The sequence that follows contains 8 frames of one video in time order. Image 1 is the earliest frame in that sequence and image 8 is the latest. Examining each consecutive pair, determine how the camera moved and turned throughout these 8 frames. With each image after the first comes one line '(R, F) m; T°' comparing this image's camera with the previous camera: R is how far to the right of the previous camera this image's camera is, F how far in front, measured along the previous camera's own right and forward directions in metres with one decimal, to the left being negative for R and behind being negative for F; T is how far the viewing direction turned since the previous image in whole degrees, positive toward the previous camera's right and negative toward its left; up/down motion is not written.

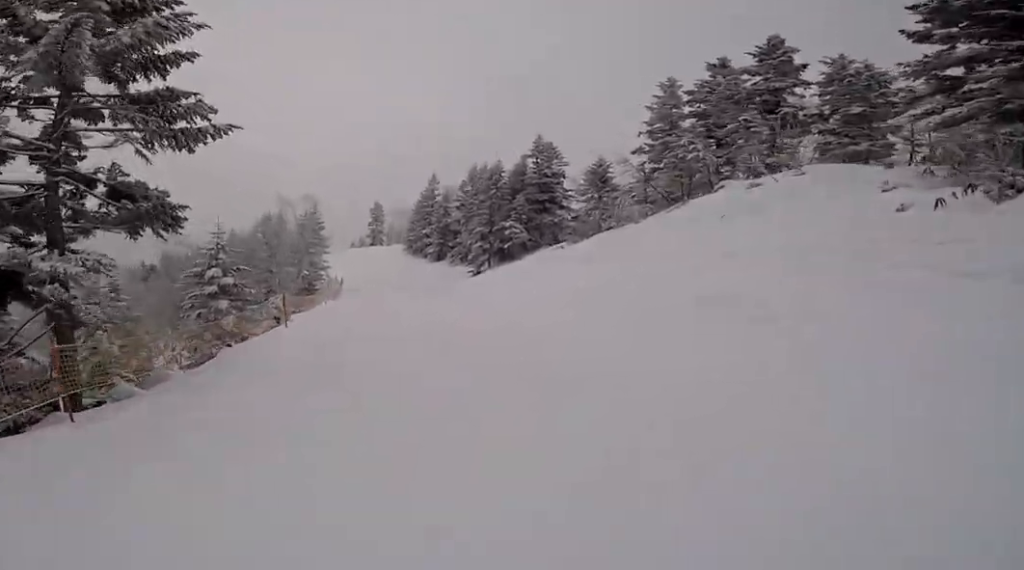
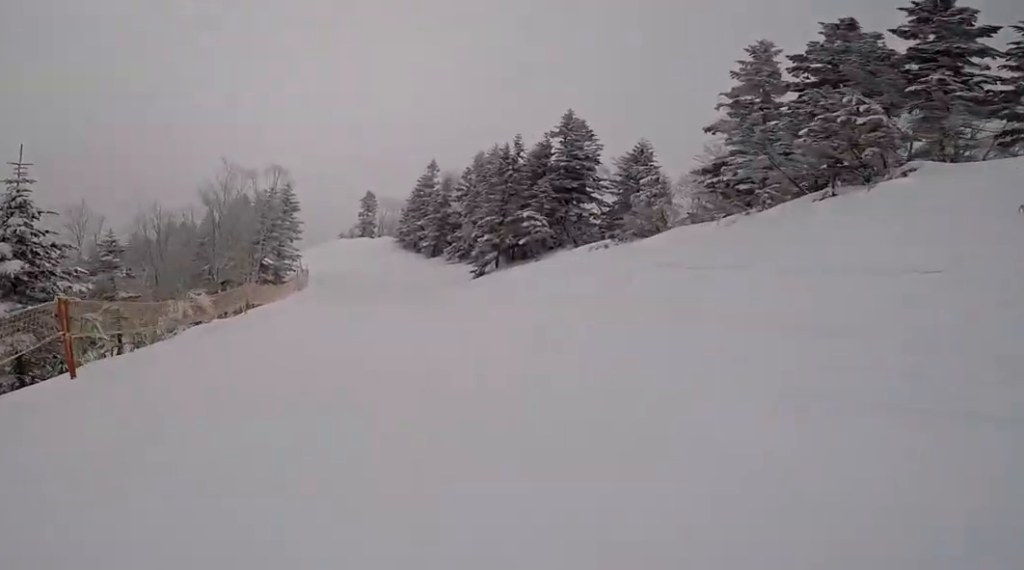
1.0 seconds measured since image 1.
(-0.8, +6.8) m; -6°
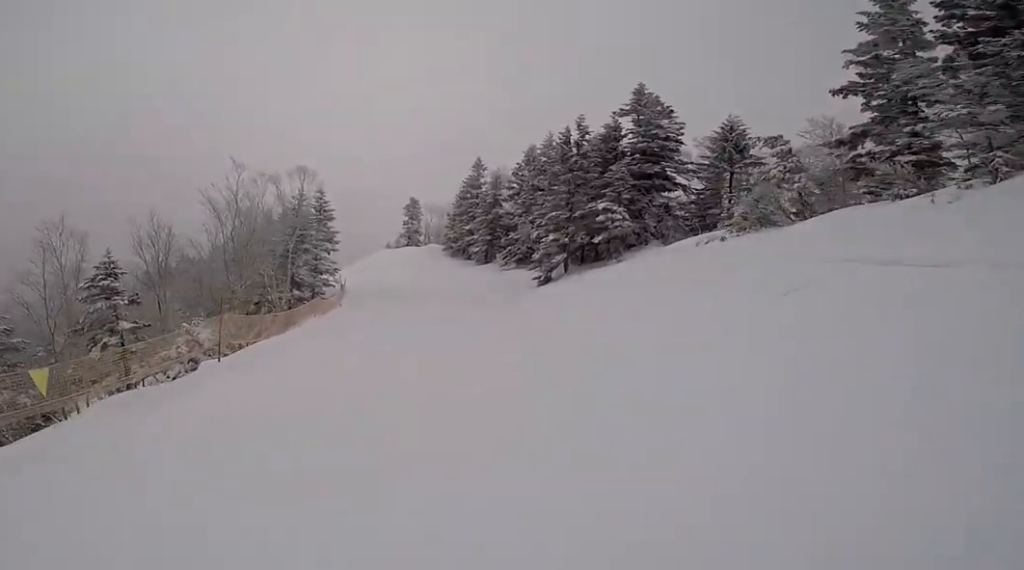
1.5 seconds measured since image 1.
(0.0, +3.9) m; 0°
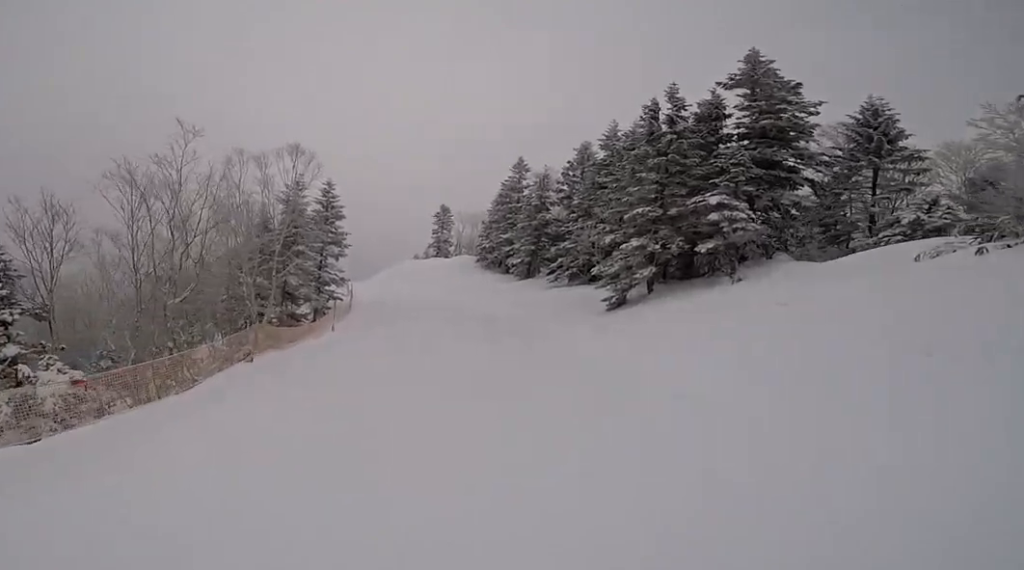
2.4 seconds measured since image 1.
(0.0, +6.1) m; 0°
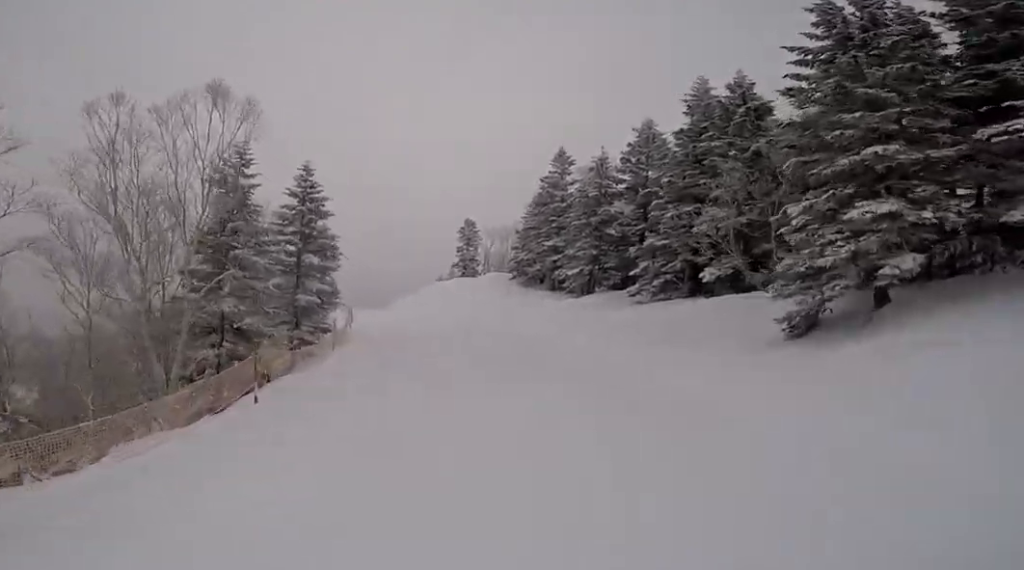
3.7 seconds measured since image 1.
(0.0, +8.0) m; 0°
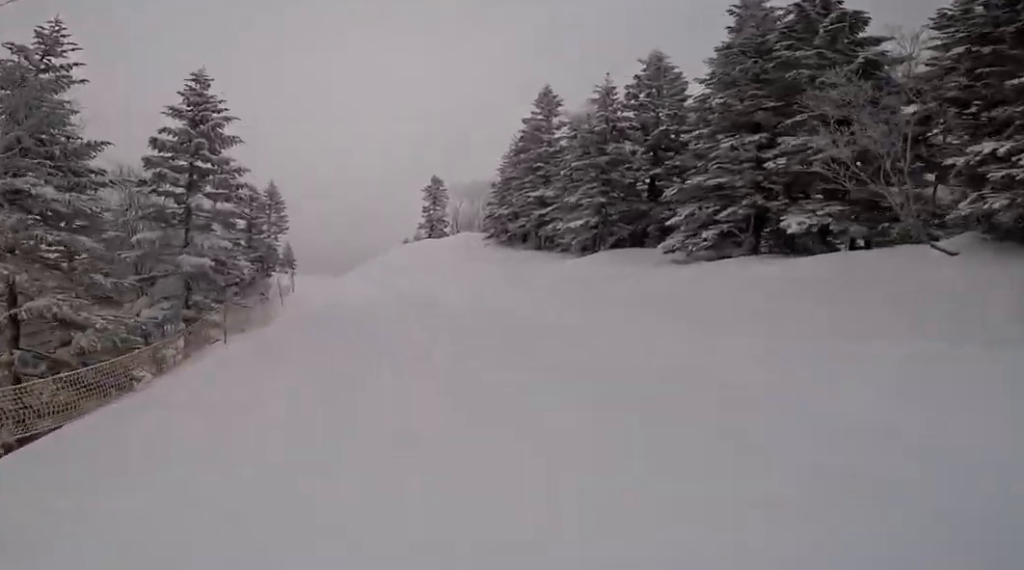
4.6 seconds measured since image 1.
(0.0, +5.4) m; 0°
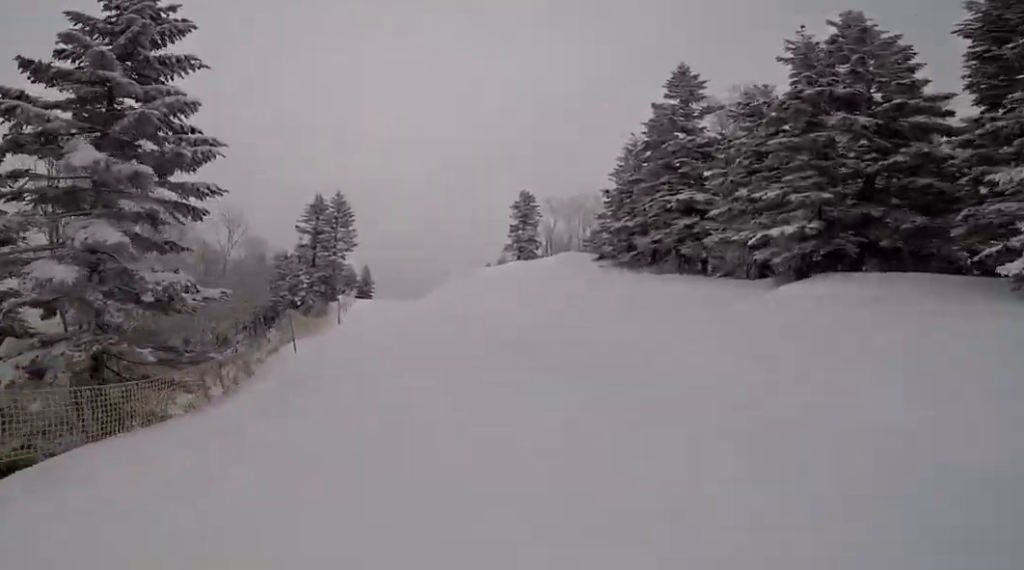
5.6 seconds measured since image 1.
(0.0, +6.1) m; 0°
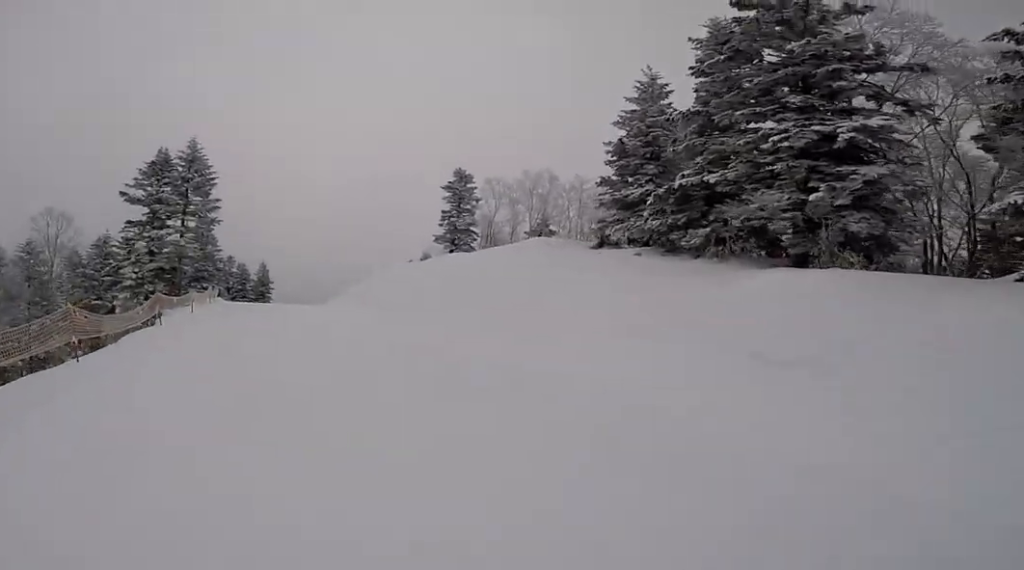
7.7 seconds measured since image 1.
(-2.5, +10.5) m; -15°
